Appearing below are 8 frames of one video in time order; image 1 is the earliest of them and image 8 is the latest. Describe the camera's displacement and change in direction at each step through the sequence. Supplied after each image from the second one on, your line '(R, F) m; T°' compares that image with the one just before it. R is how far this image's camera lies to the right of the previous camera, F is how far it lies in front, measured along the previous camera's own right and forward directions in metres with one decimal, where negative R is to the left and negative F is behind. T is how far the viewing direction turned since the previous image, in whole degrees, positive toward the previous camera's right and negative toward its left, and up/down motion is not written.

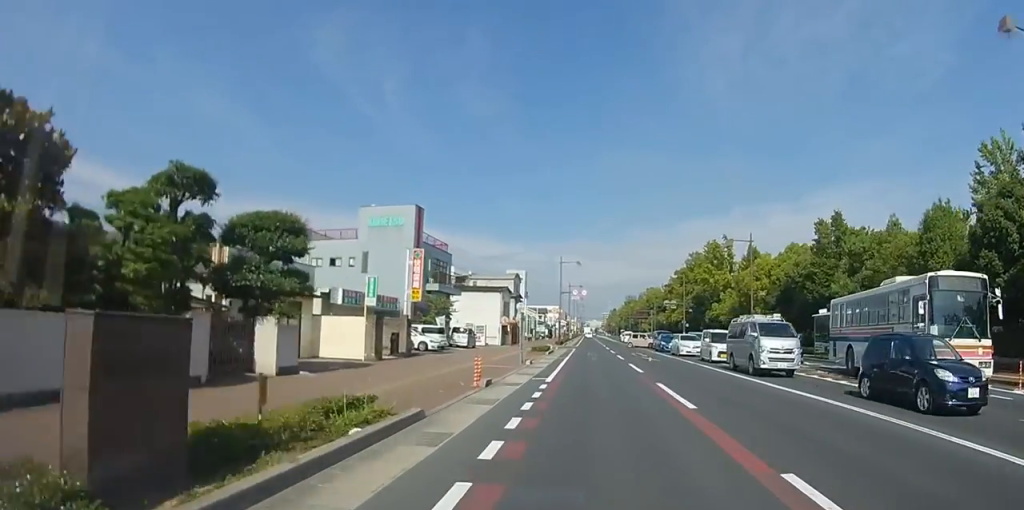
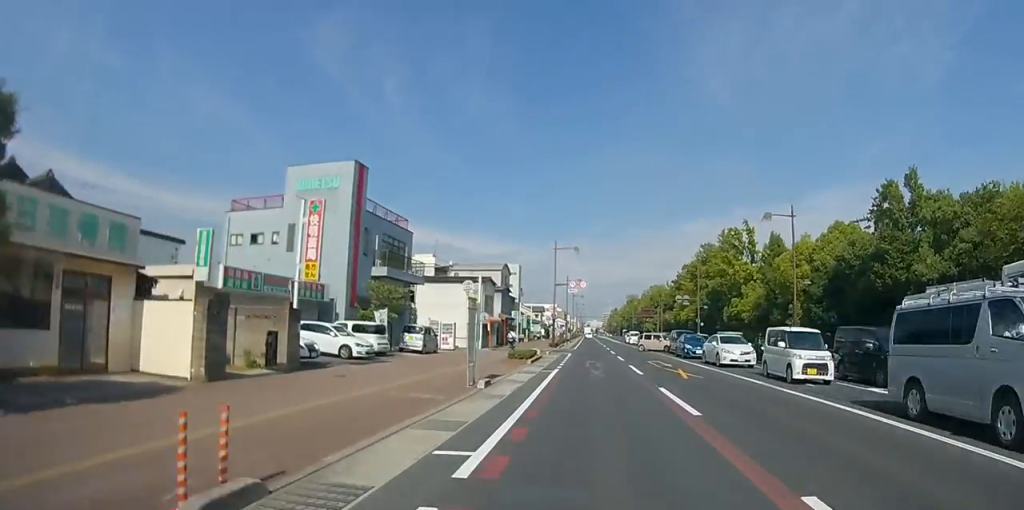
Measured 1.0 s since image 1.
(0.0, +10.8) m; 0°
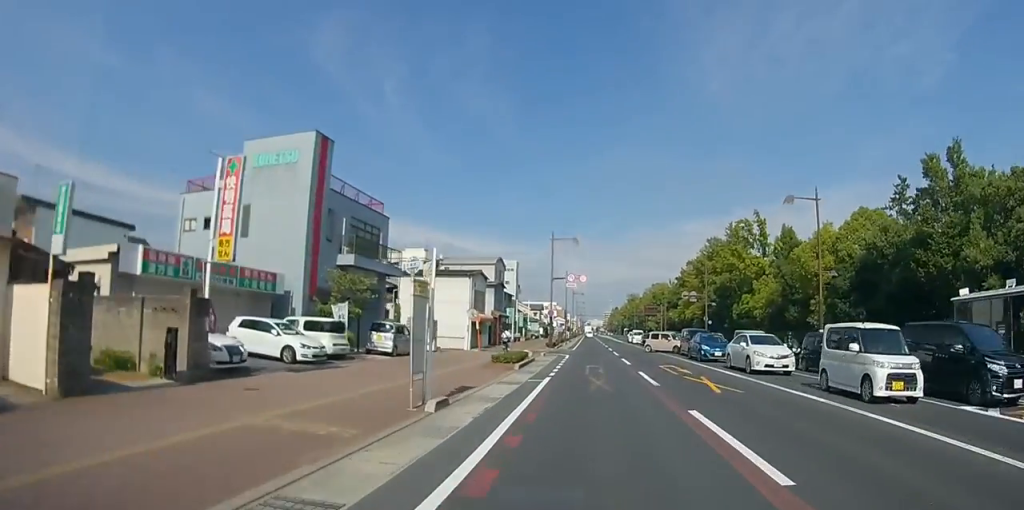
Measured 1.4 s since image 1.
(0.0, +4.5) m; 0°
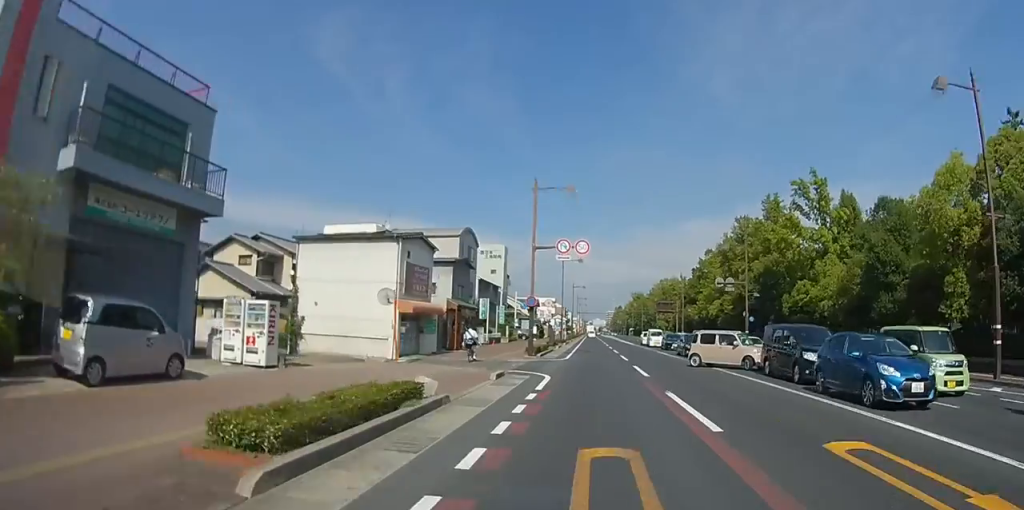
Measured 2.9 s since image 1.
(0.0, +17.3) m; 0°
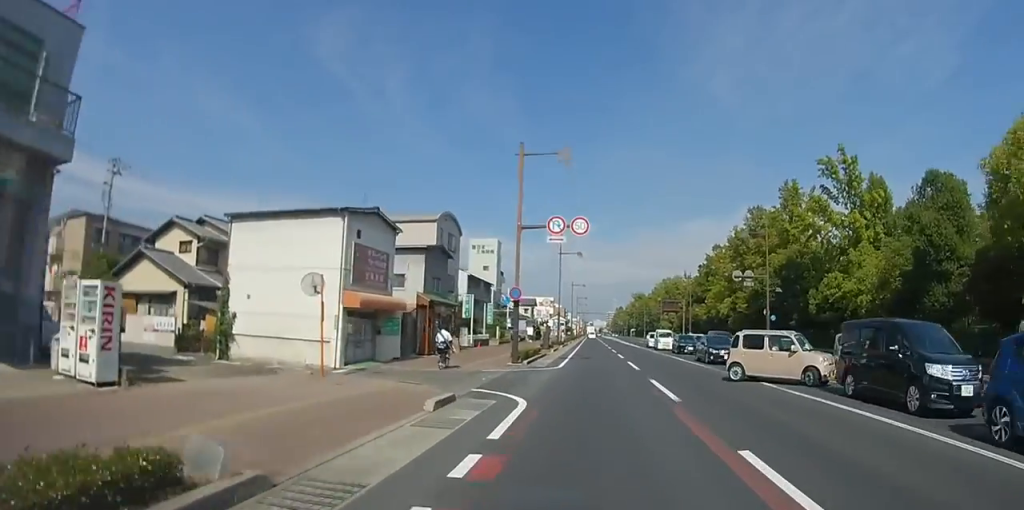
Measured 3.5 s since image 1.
(0.0, +6.4) m; 0°
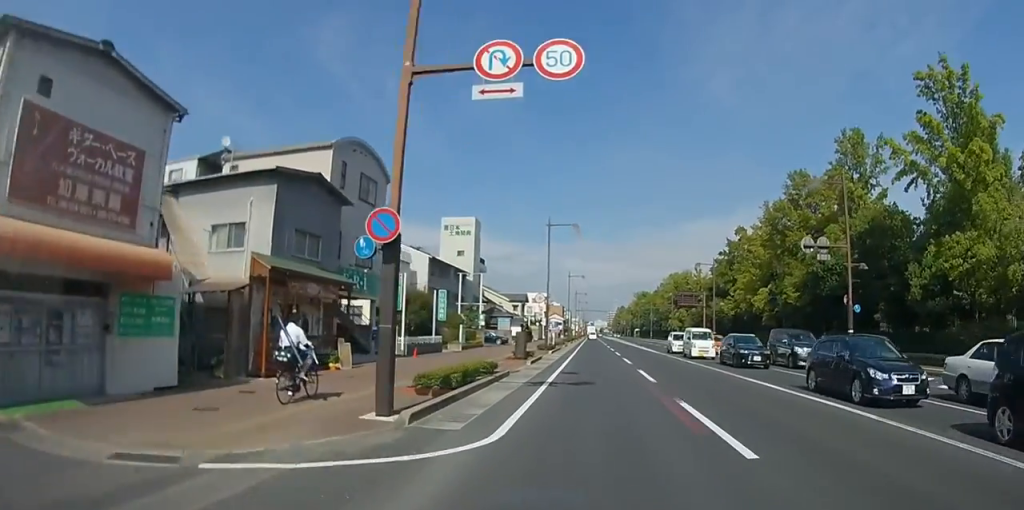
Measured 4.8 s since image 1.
(-0.1, +15.2) m; 0°
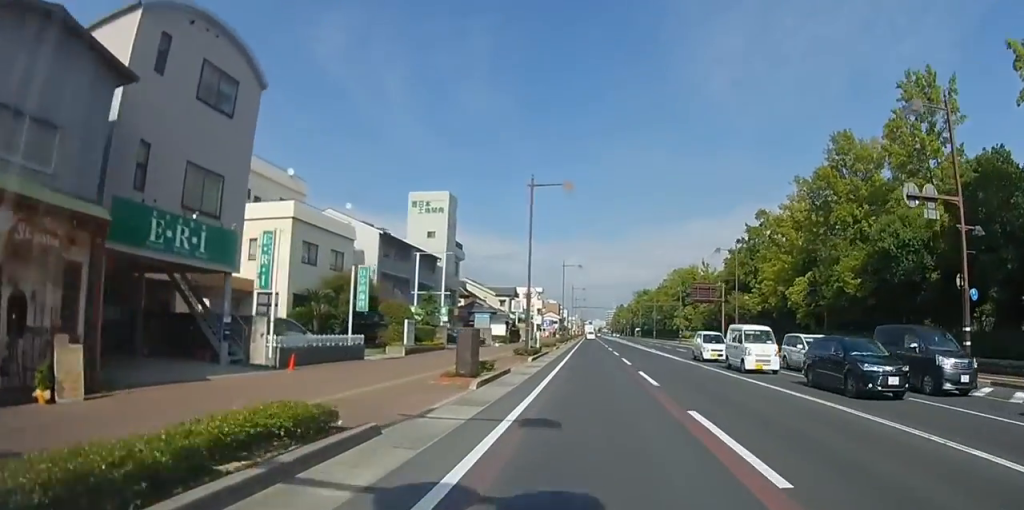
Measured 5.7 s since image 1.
(0.0, +10.7) m; 0°
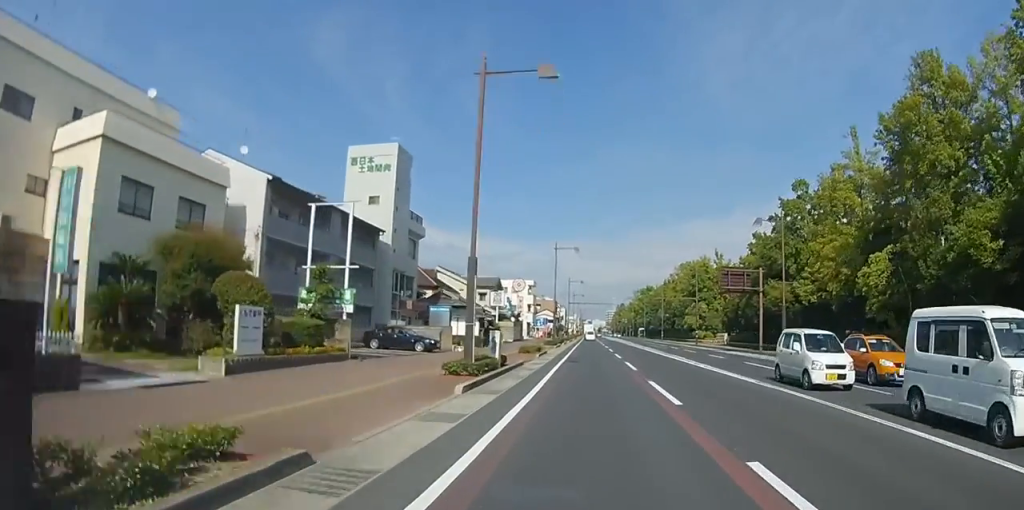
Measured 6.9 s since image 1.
(0.0, +14.0) m; 0°
